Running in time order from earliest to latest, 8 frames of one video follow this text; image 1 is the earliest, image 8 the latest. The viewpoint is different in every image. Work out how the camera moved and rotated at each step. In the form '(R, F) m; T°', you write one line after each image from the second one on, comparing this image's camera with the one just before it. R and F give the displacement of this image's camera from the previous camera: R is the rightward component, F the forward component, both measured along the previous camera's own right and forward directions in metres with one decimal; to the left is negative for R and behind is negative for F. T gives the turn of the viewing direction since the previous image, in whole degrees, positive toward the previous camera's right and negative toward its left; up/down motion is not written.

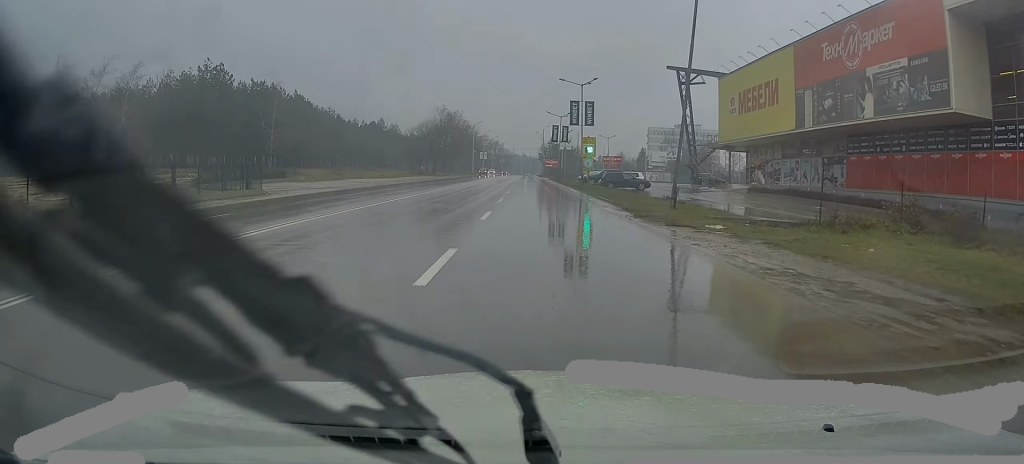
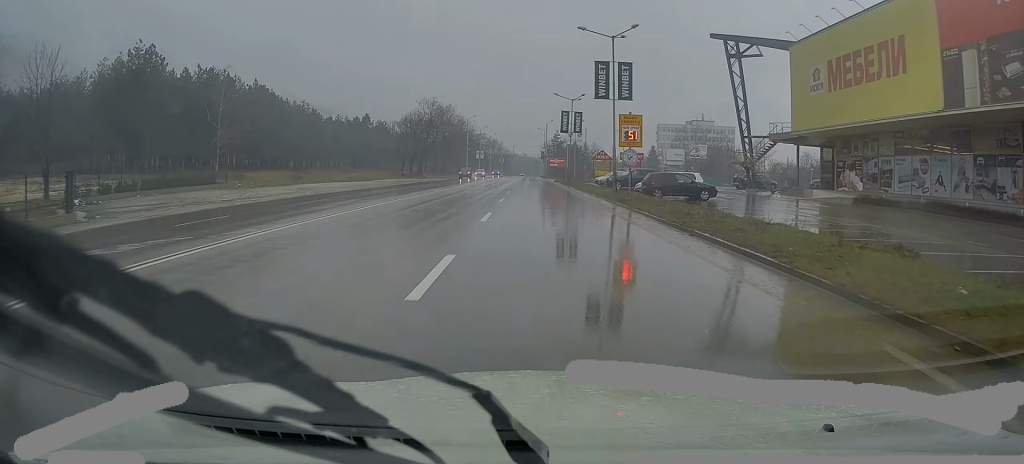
(+0.4, +18.6) m; 0°
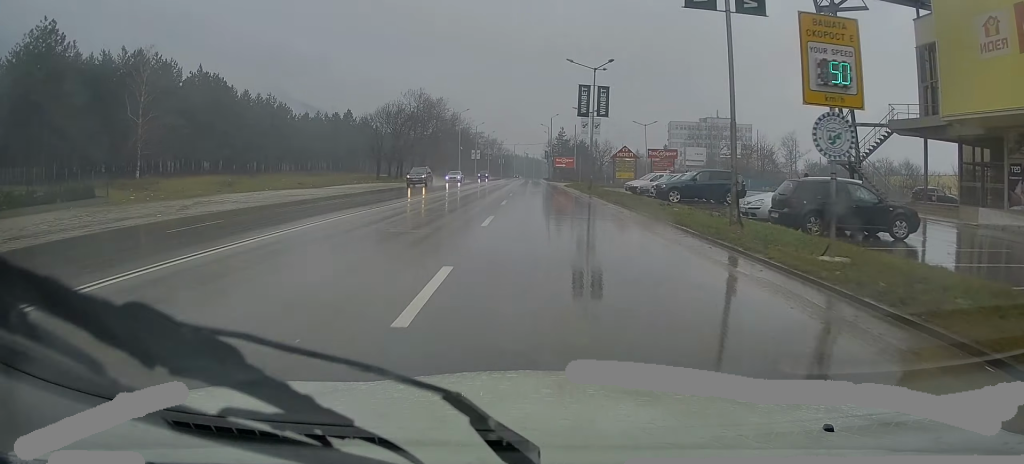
(-0.6, +18.7) m; -1°
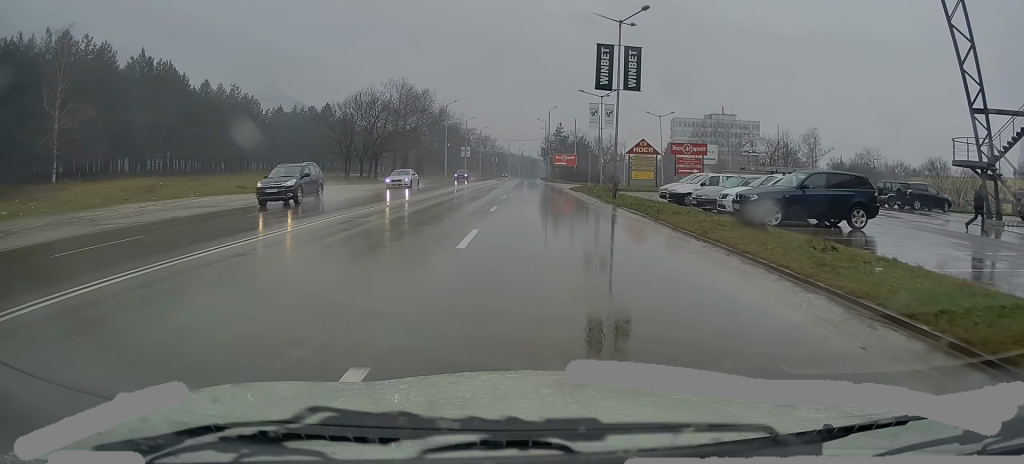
(+0.5, +13.2) m; +3°
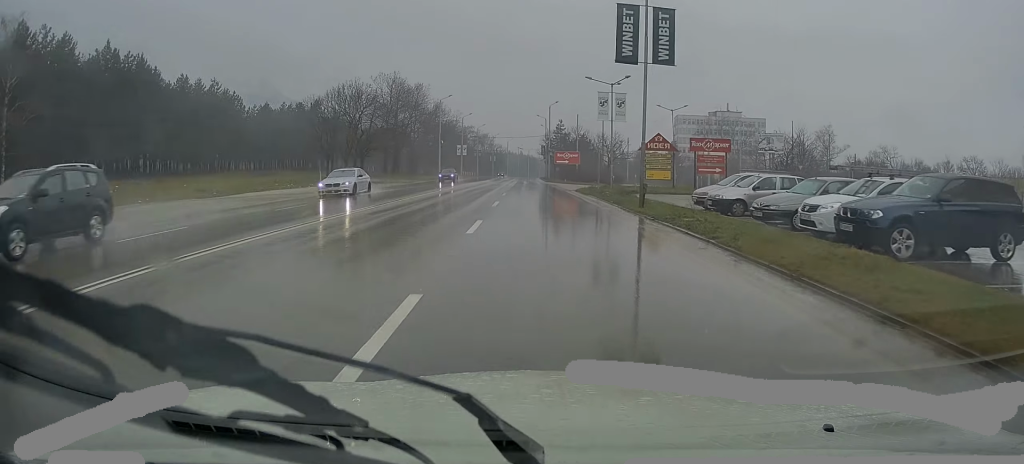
(+0.1, +6.9) m; -1°
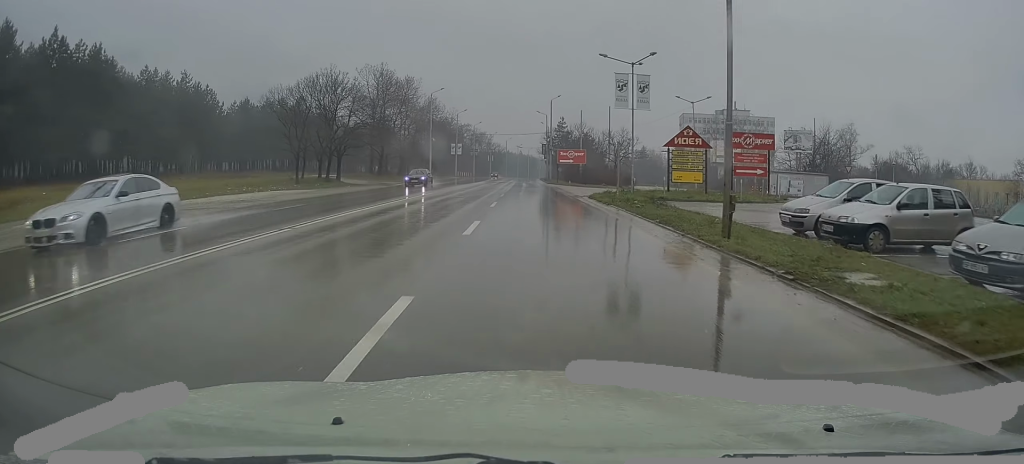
(+0.1, +9.2) m; -1°
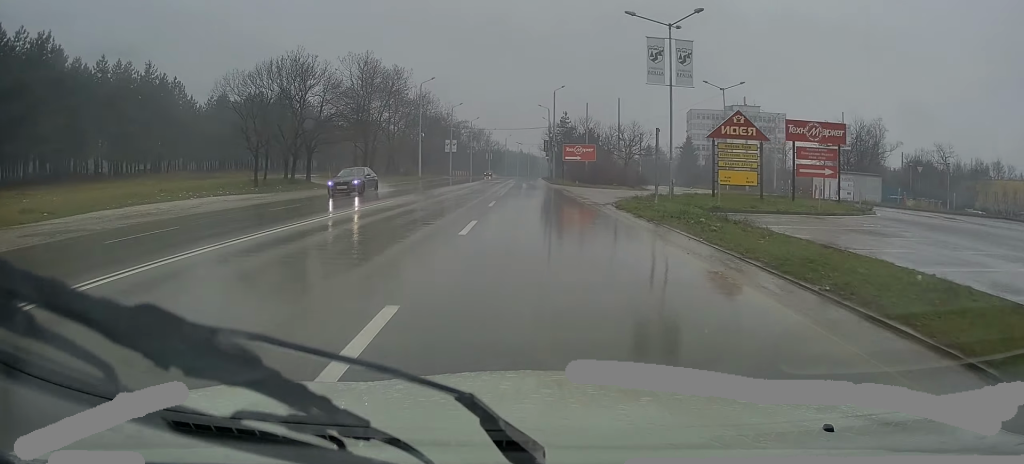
(-0.4, +9.5) m; -1°
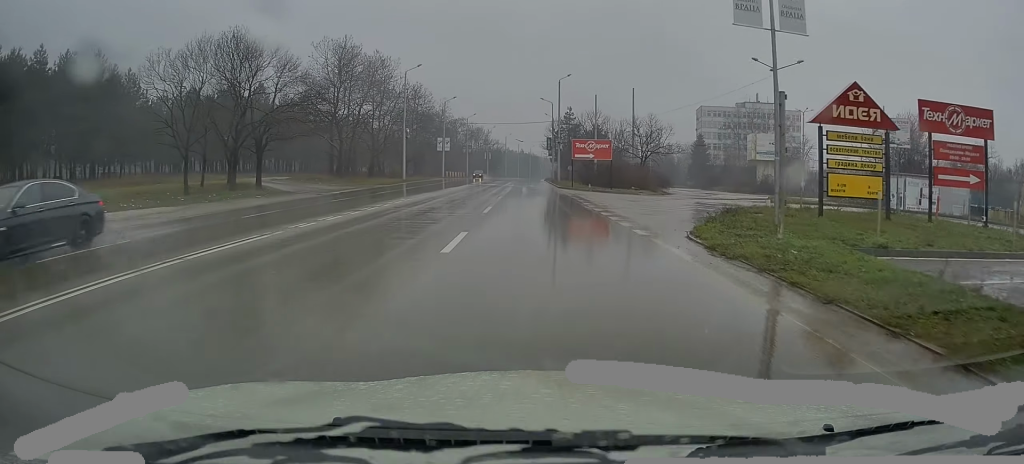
(+0.2, +11.2) m; +1°
